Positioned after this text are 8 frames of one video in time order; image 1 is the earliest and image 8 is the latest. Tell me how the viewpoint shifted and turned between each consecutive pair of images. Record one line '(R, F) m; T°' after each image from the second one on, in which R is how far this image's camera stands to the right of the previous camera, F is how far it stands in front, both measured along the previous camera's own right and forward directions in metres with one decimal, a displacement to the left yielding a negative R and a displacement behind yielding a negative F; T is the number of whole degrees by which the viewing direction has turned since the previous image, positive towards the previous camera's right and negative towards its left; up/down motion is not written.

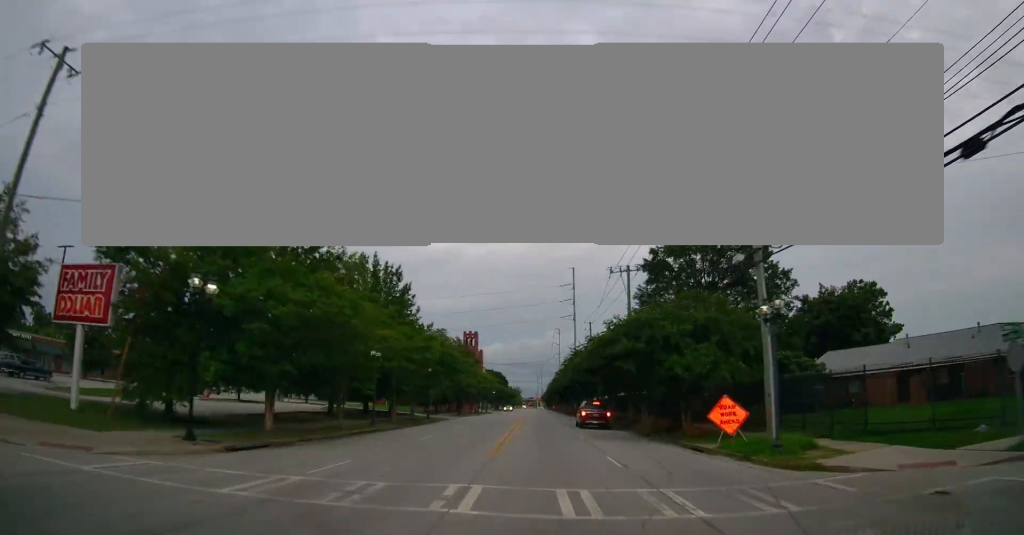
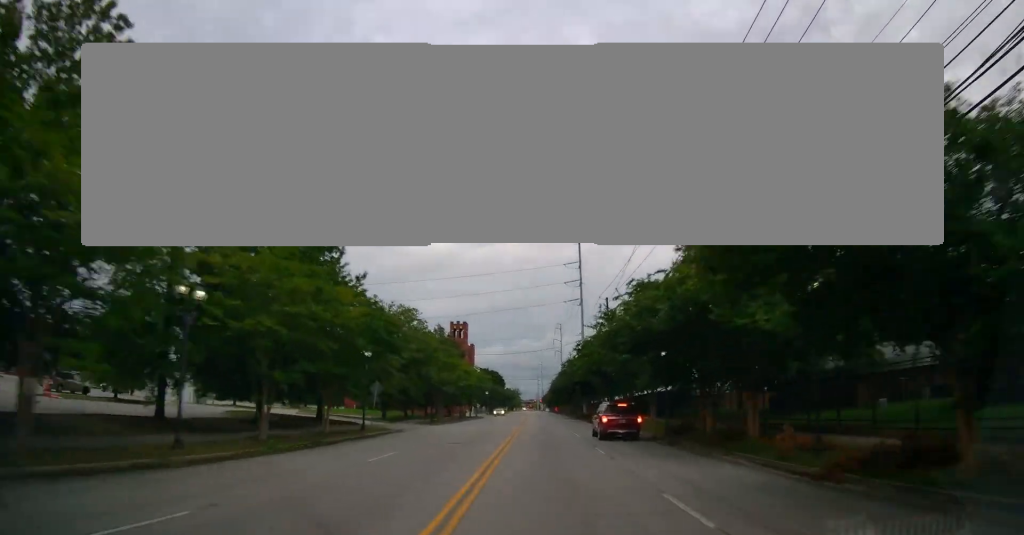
(+0.2, +20.2) m; 0°
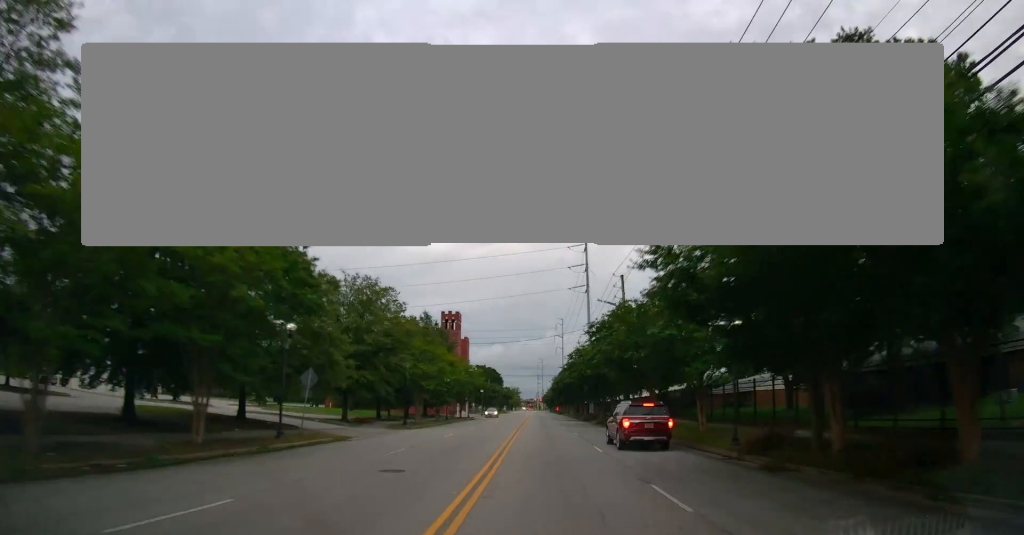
(-0.1, +11.2) m; 0°
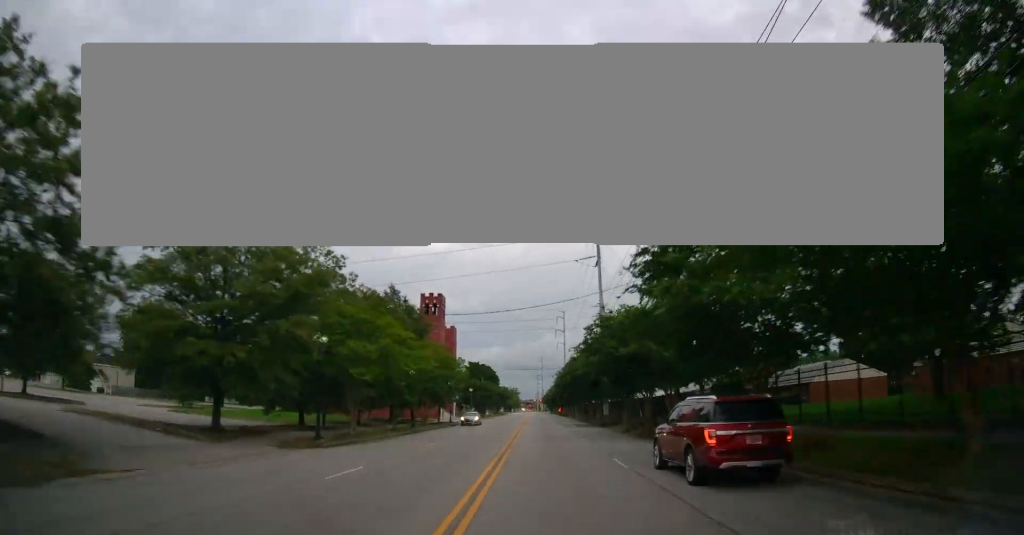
(0.0, +17.8) m; 0°
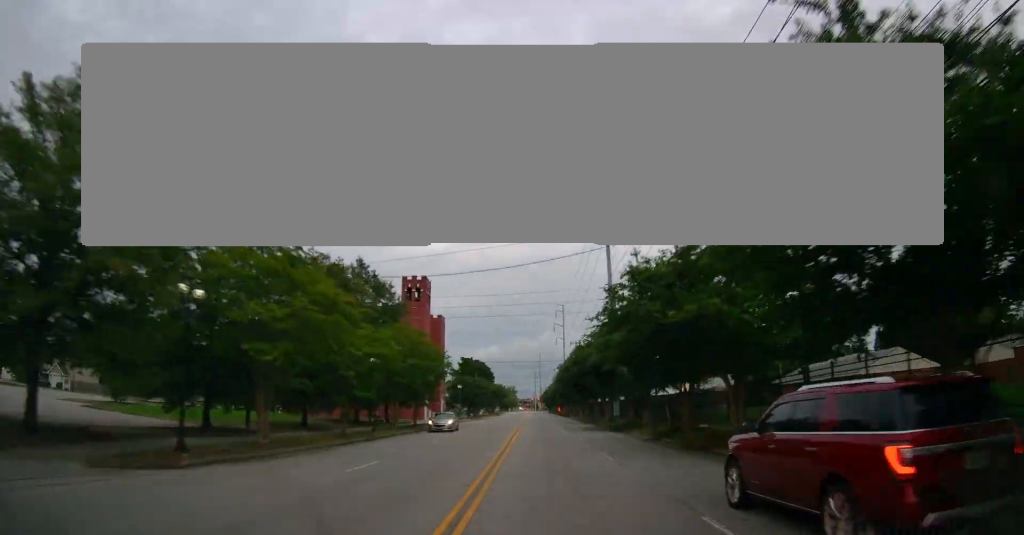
(+0.1, +10.7) m; 0°
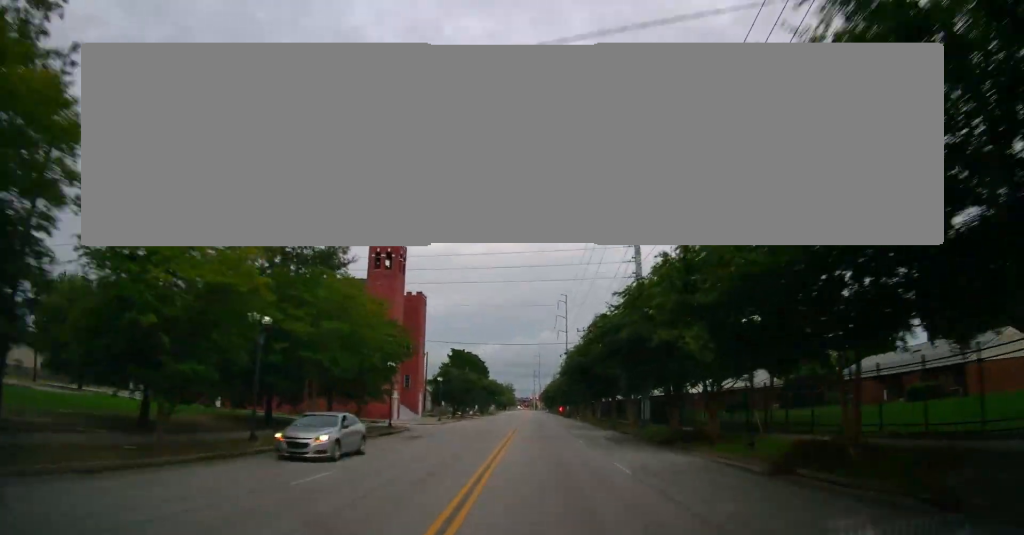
(-0.1, +15.7) m; 0°
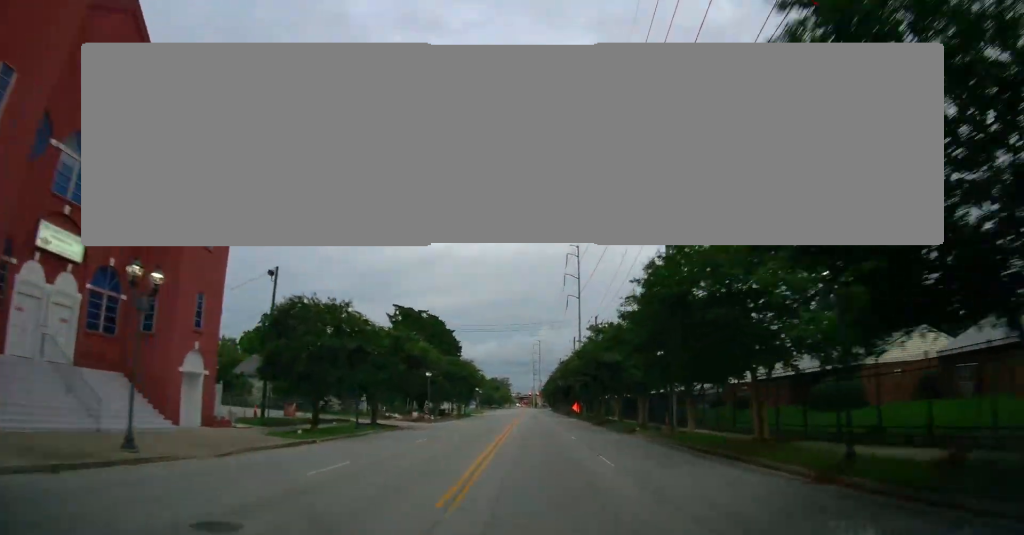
(0.0, +48.1) m; 0°
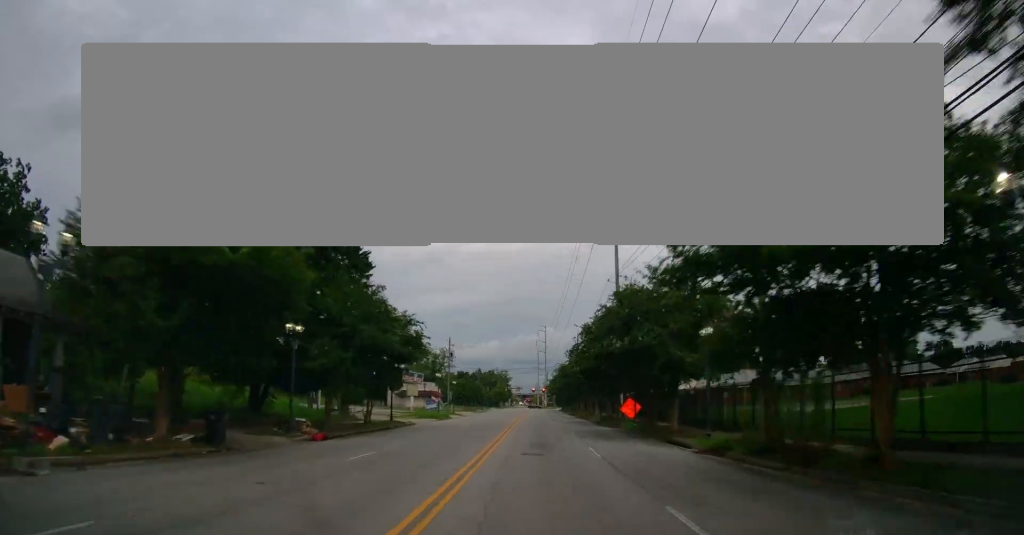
(-0.3, +46.7) m; 0°
